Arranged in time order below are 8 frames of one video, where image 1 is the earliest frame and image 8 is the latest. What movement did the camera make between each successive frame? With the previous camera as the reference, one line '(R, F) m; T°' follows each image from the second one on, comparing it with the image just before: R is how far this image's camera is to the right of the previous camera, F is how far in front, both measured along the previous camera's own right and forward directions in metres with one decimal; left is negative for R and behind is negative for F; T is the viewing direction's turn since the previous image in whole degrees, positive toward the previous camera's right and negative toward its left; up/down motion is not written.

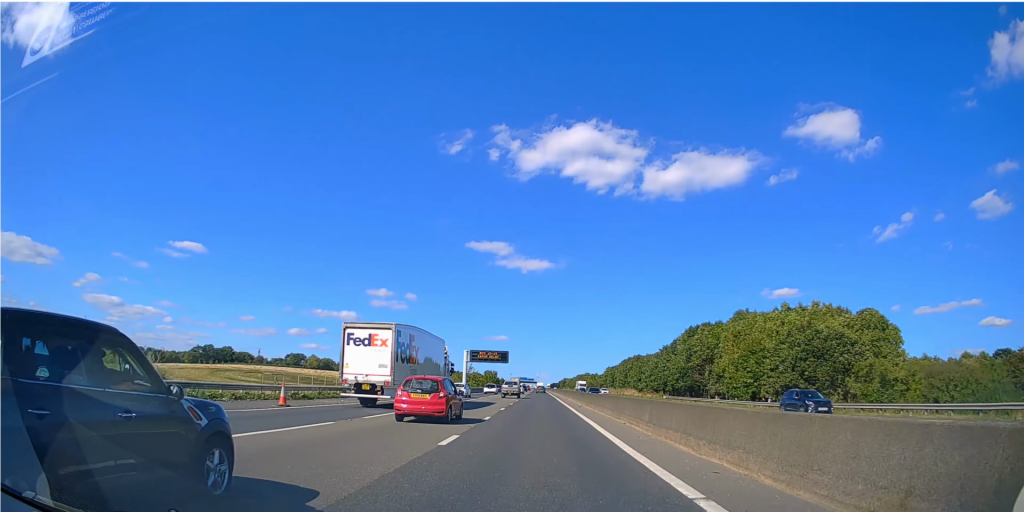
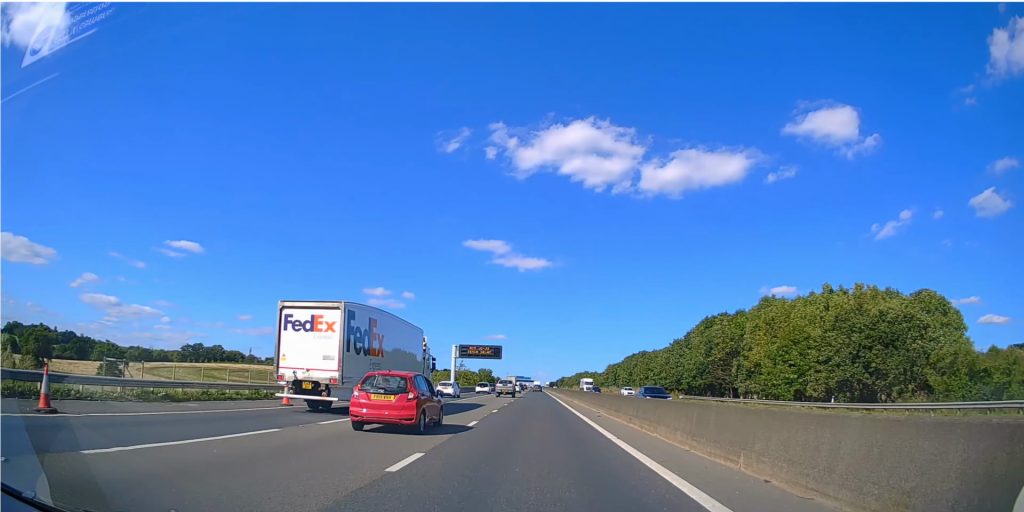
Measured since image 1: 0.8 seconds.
(-0.1, +12.4) m; 0°
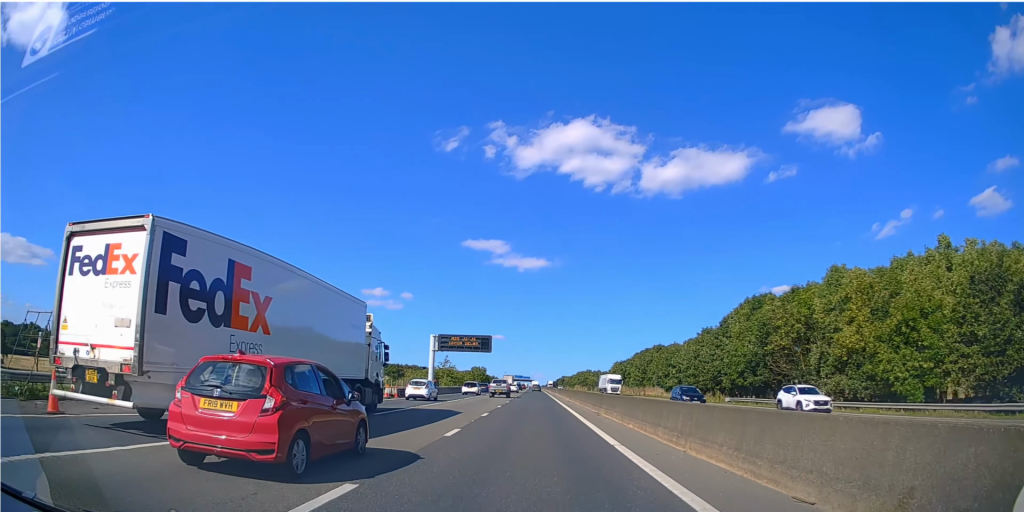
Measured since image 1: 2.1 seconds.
(0.0, +21.8) m; 0°
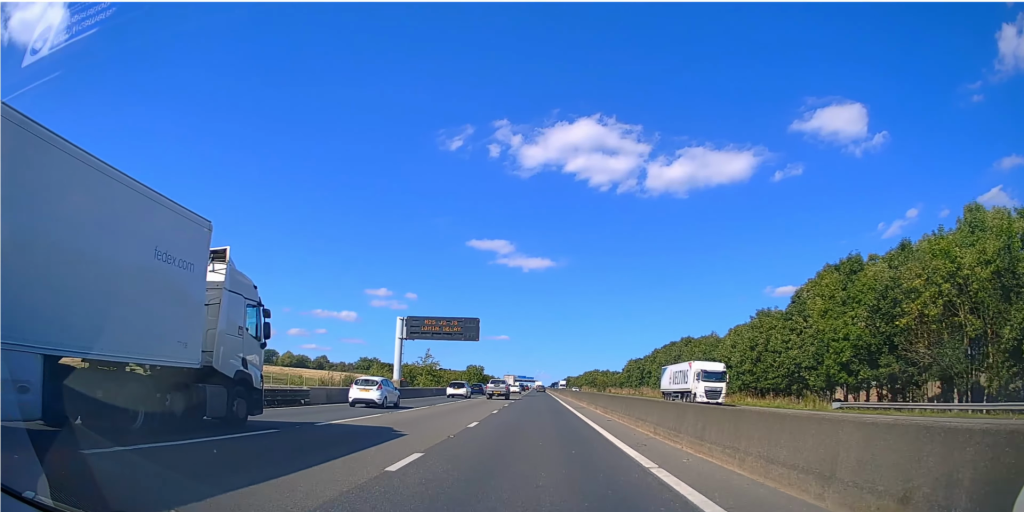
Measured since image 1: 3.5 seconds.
(-0.2, +23.4) m; -1°
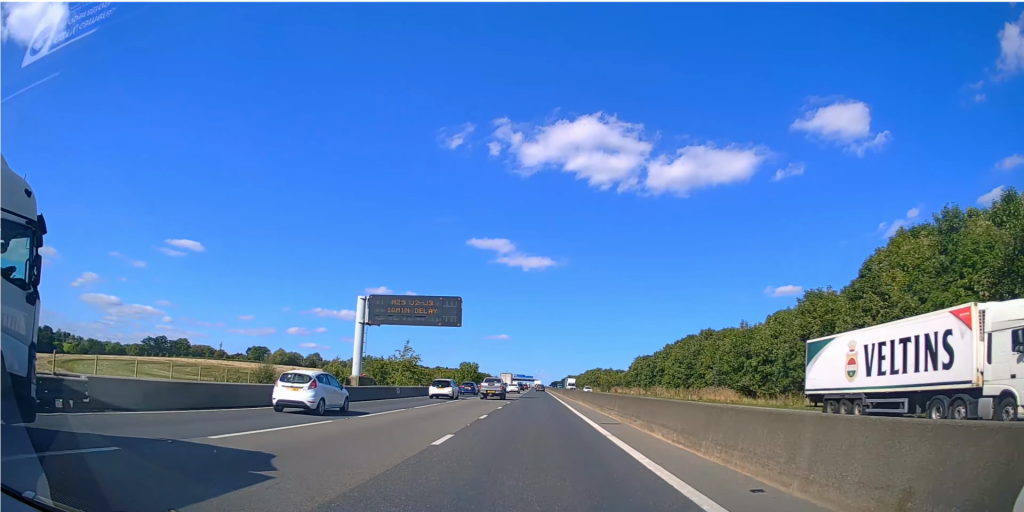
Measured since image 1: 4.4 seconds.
(-0.1, +13.8) m; 0°
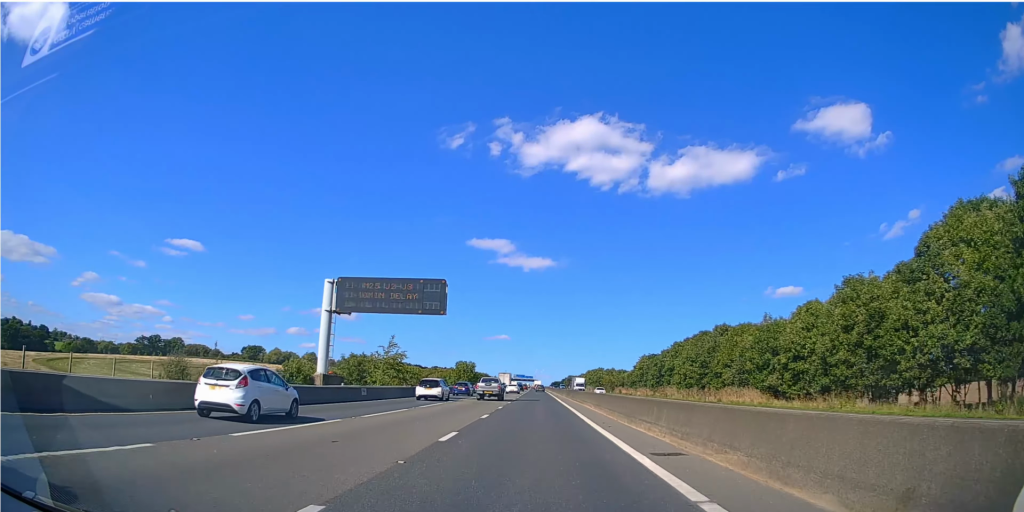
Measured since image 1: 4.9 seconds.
(0.0, +7.3) m; 0°
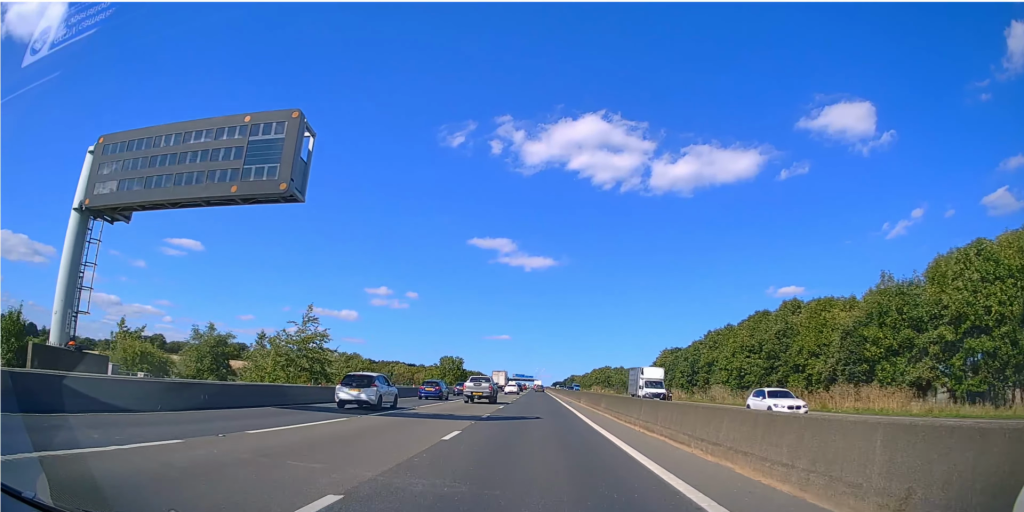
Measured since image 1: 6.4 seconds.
(+0.3, +22.7) m; +1°
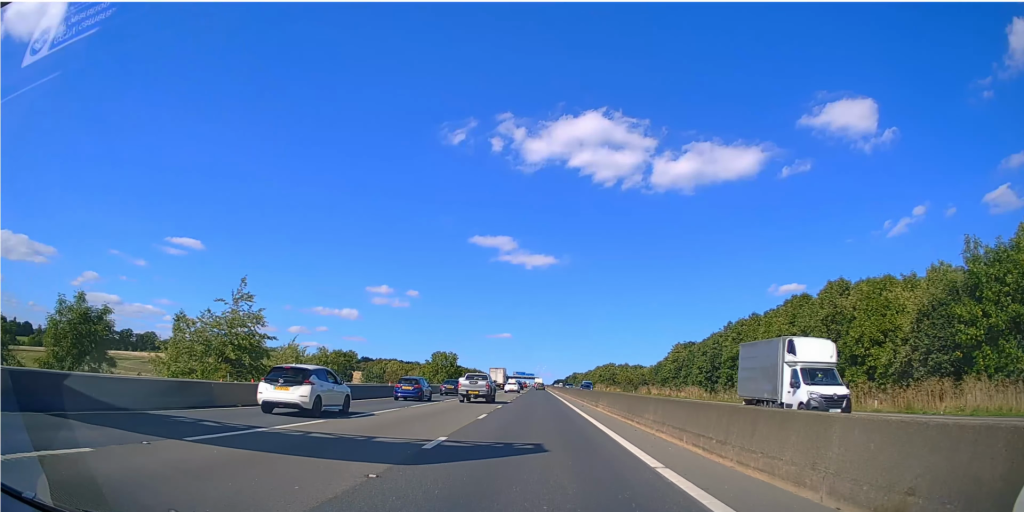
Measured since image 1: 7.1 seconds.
(0.0, +9.7) m; 0°
